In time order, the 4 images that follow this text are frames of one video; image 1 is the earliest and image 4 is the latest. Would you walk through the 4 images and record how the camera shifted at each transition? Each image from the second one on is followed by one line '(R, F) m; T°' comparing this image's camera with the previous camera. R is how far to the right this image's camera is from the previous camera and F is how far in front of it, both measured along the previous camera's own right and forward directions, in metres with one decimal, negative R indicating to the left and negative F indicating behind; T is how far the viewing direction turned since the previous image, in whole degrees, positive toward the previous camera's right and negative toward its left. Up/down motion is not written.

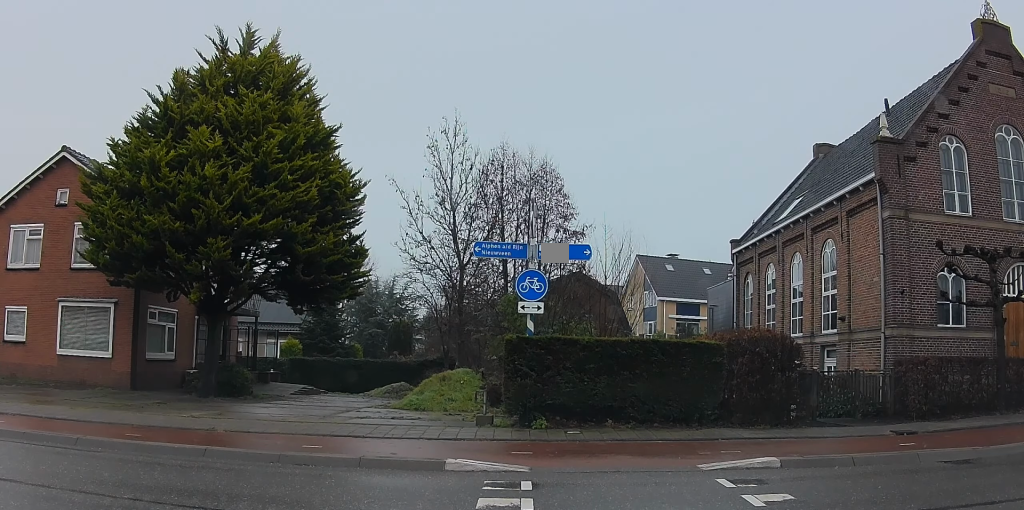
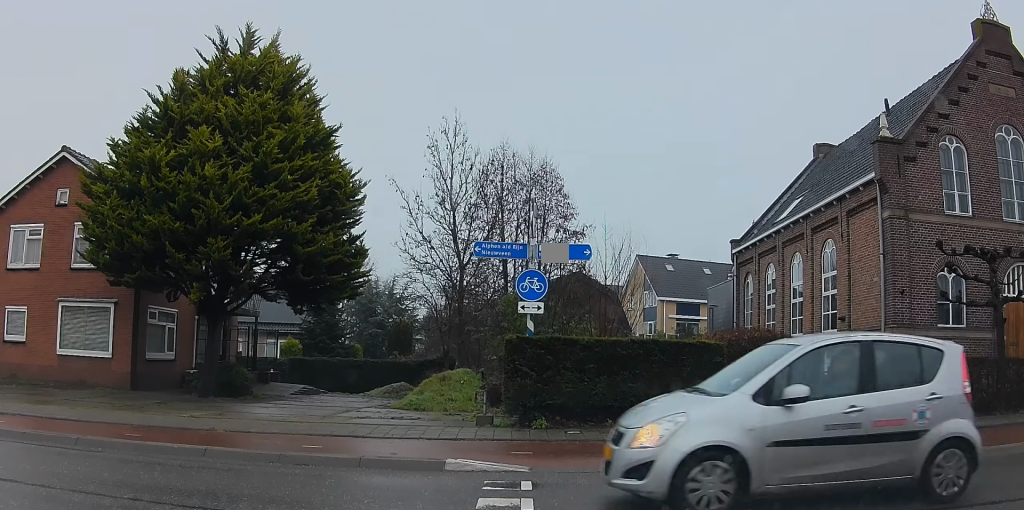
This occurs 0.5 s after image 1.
(0.0, 0.0) m; 0°
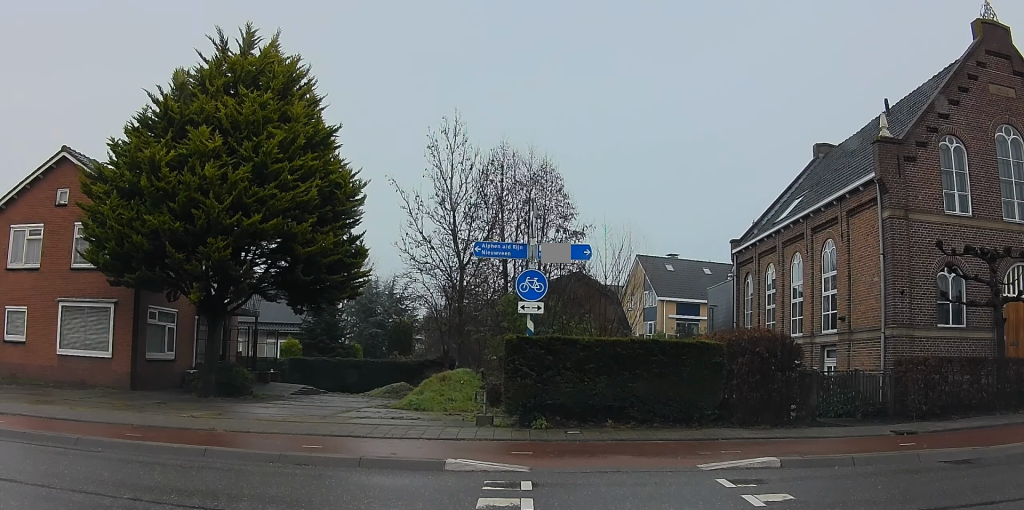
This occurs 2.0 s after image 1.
(0.0, 0.0) m; 0°
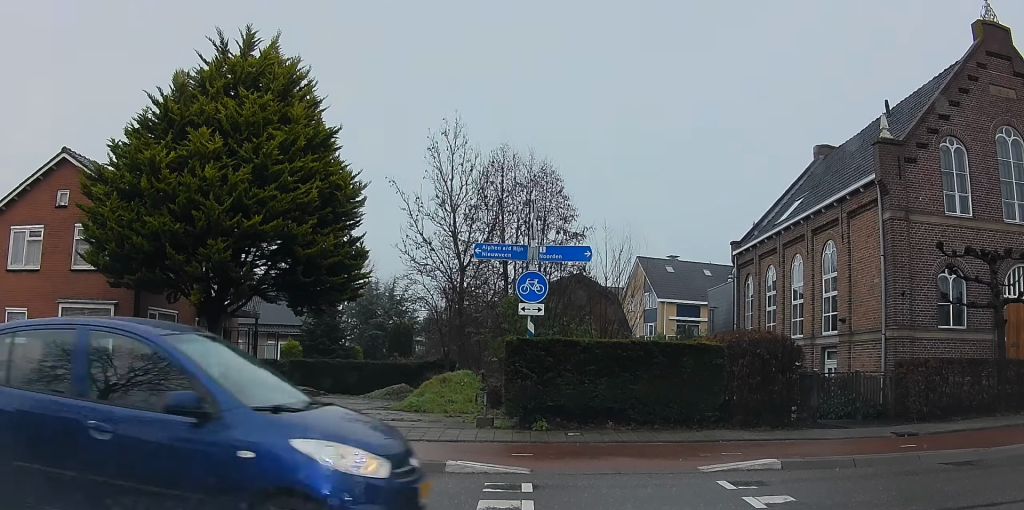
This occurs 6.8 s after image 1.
(0.0, 0.0) m; 0°
